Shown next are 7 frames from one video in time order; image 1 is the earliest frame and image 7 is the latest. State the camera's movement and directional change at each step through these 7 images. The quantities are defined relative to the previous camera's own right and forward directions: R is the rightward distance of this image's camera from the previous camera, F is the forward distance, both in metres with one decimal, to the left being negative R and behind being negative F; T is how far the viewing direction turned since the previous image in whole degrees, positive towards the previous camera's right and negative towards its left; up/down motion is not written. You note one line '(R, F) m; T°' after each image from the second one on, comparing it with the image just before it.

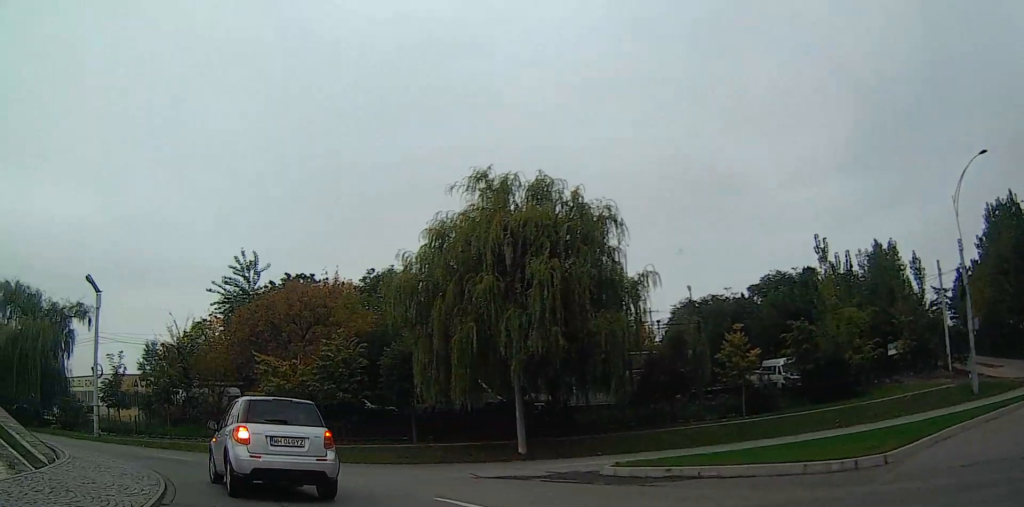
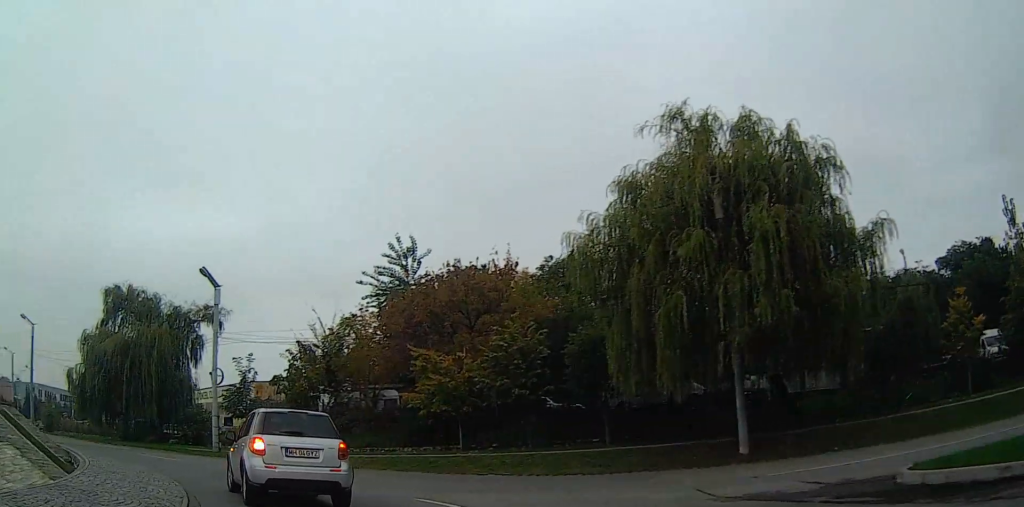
(-0.8, +5.6) m; -16°
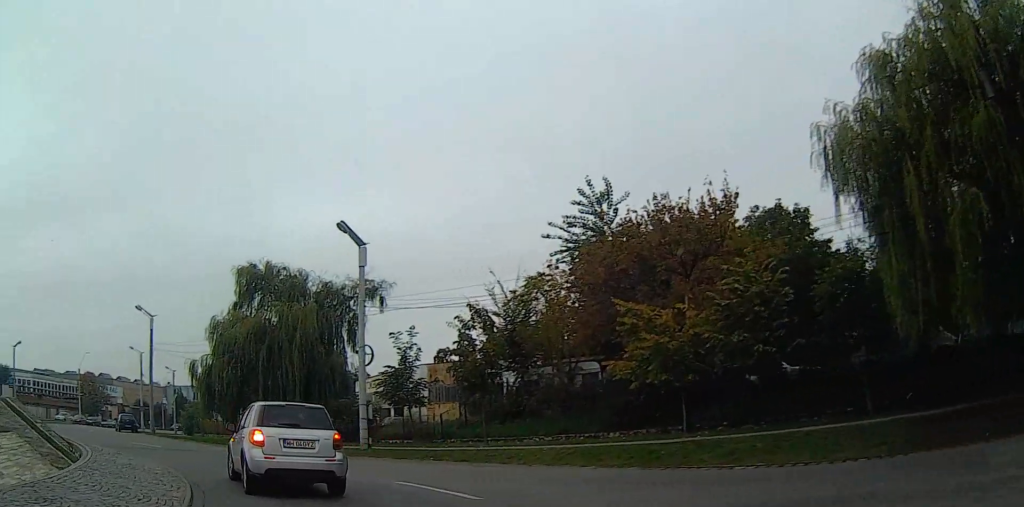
(-1.2, +6.8) m; -16°
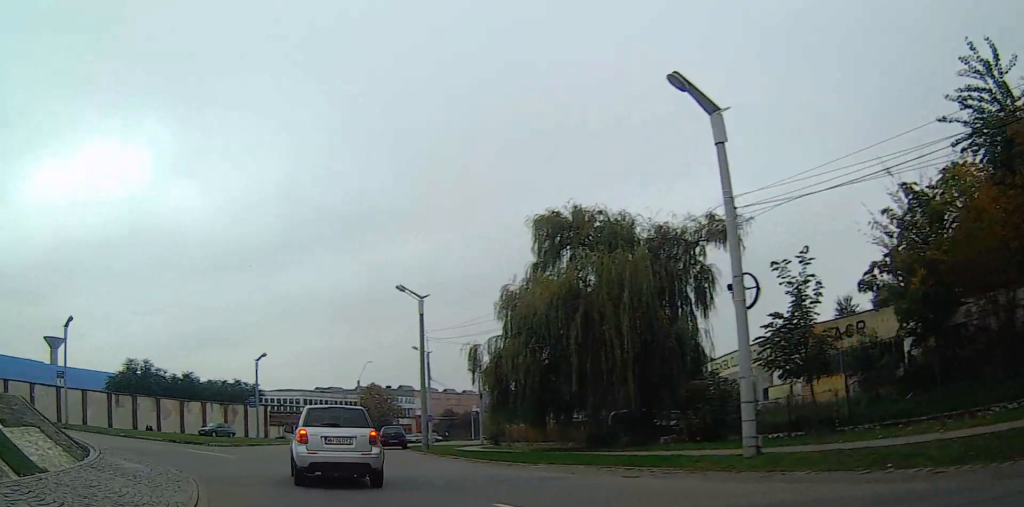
(-2.7, +11.9) m; -29°
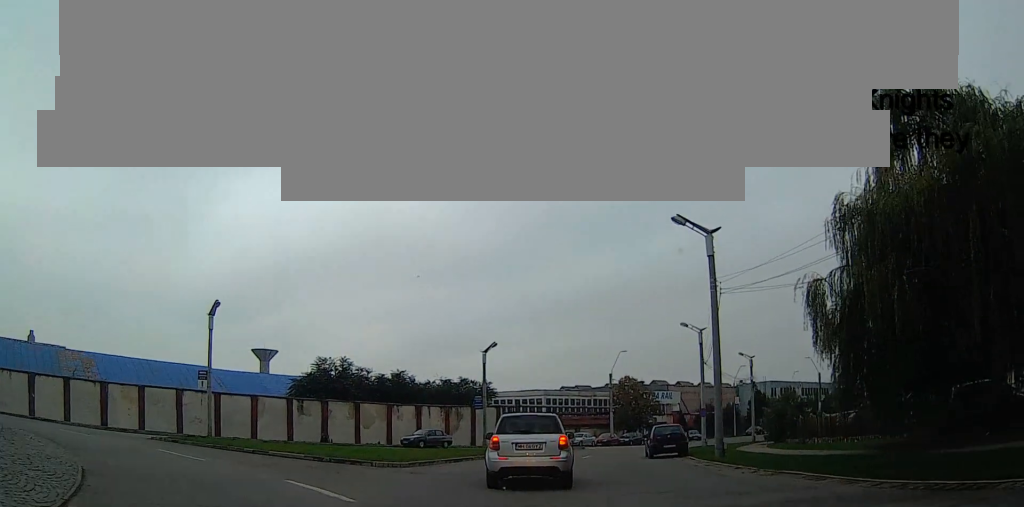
(-3.2, +12.7) m; -21°
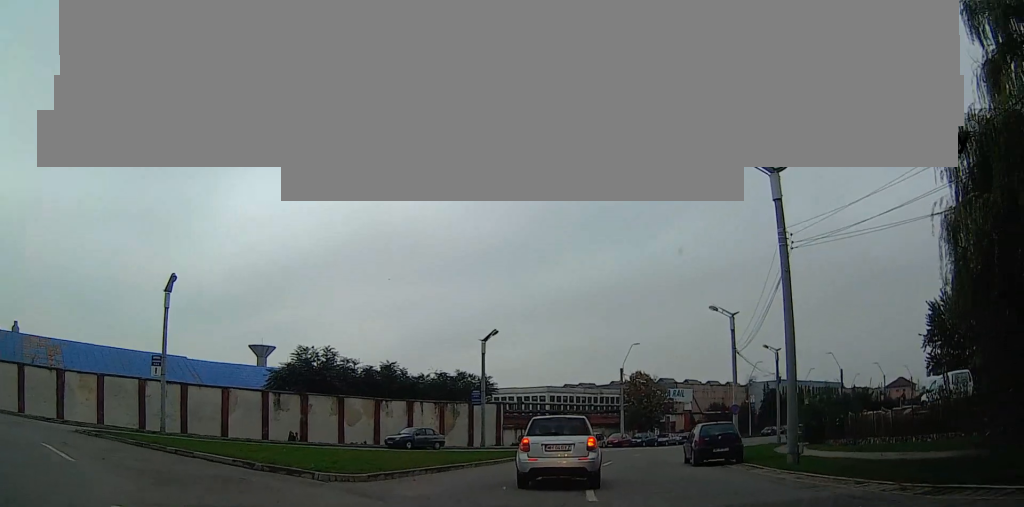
(-0.2, +7.1) m; 0°
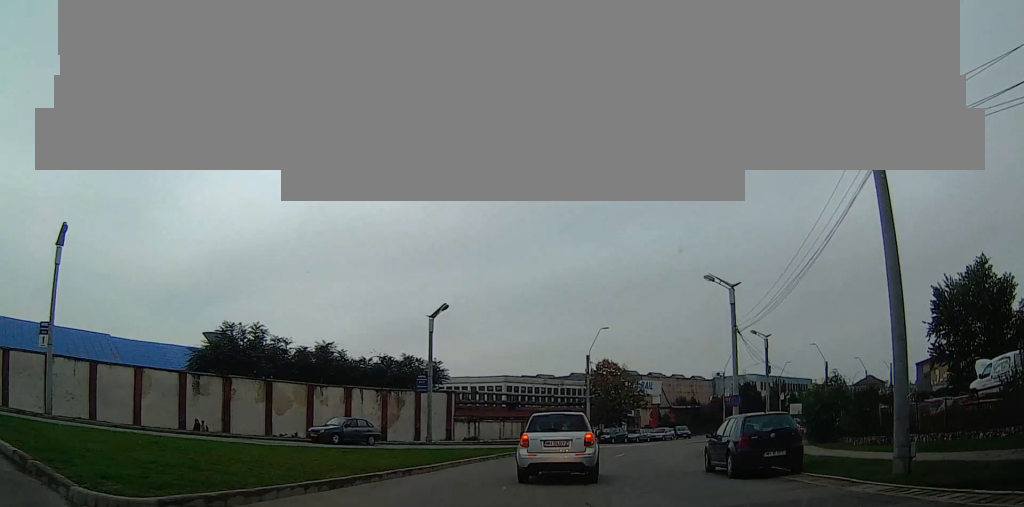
(0.0, +7.9) m; +1°
